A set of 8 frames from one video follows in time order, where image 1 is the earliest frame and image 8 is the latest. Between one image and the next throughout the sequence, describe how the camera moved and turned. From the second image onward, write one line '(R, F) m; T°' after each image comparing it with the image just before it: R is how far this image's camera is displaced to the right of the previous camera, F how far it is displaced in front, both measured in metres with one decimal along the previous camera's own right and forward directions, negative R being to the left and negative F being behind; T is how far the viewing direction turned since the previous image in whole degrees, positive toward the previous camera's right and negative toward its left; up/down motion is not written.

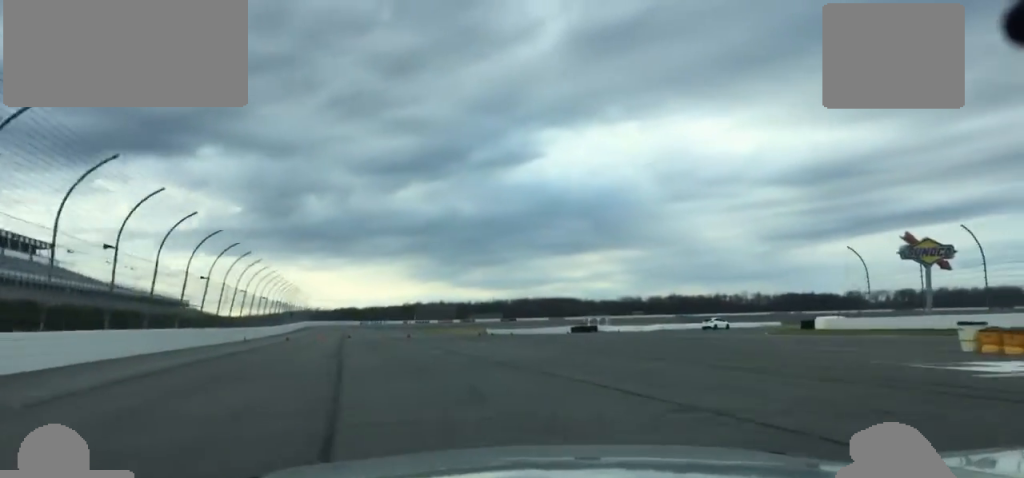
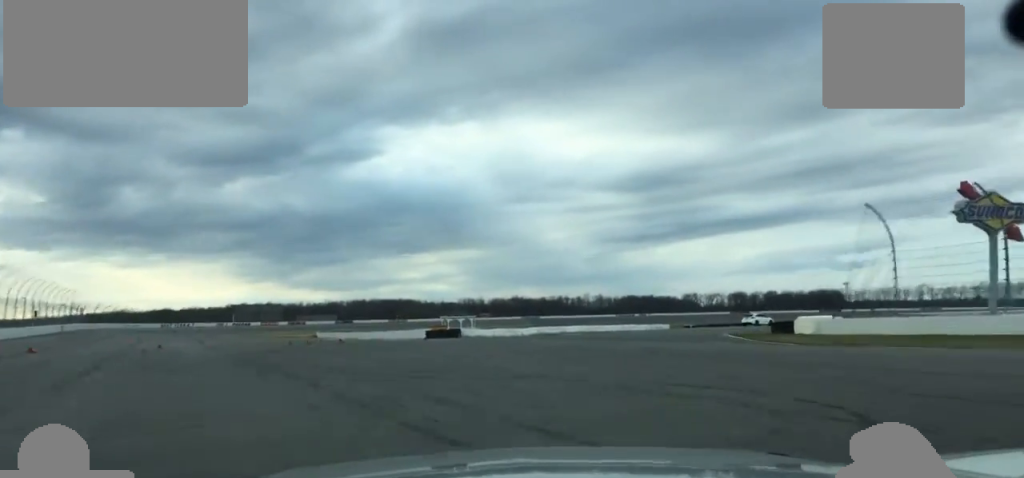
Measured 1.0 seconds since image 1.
(+3.2, +32.7) m; +10°
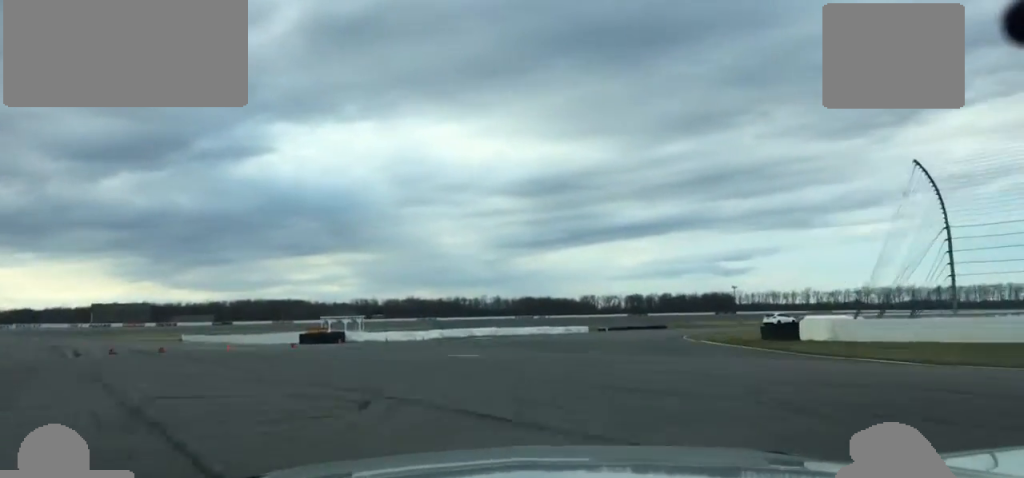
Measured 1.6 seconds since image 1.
(+1.2, +16.5) m; +5°
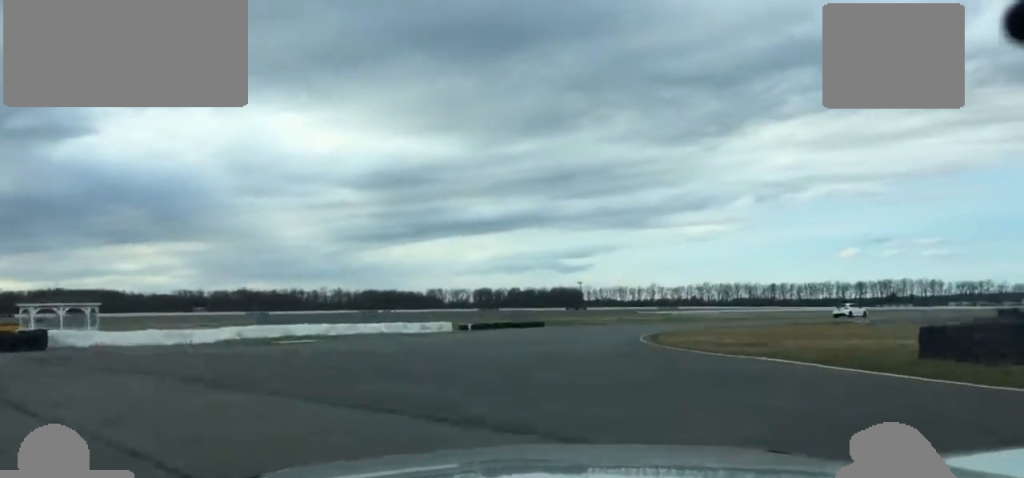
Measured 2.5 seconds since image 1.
(+1.6, +26.2) m; +11°
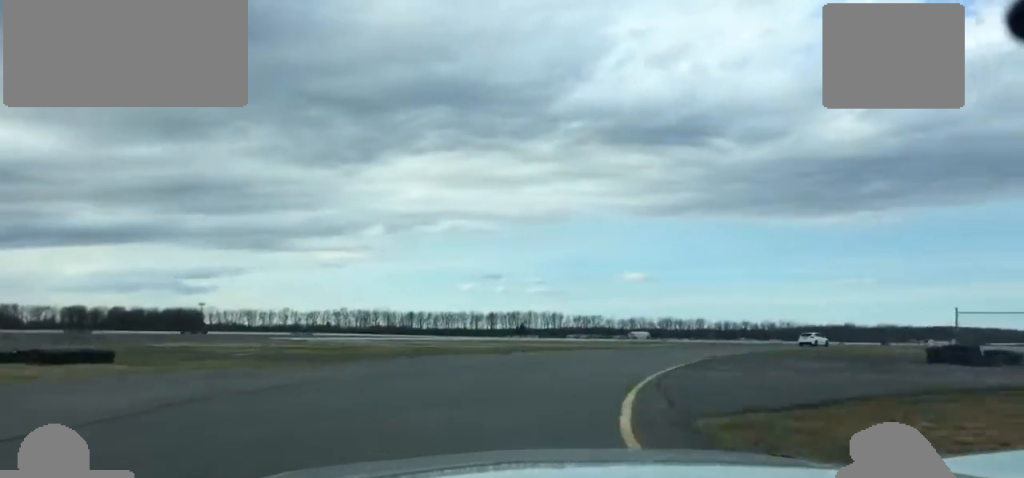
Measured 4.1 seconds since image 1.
(+8.4, +39.5) m; +22°
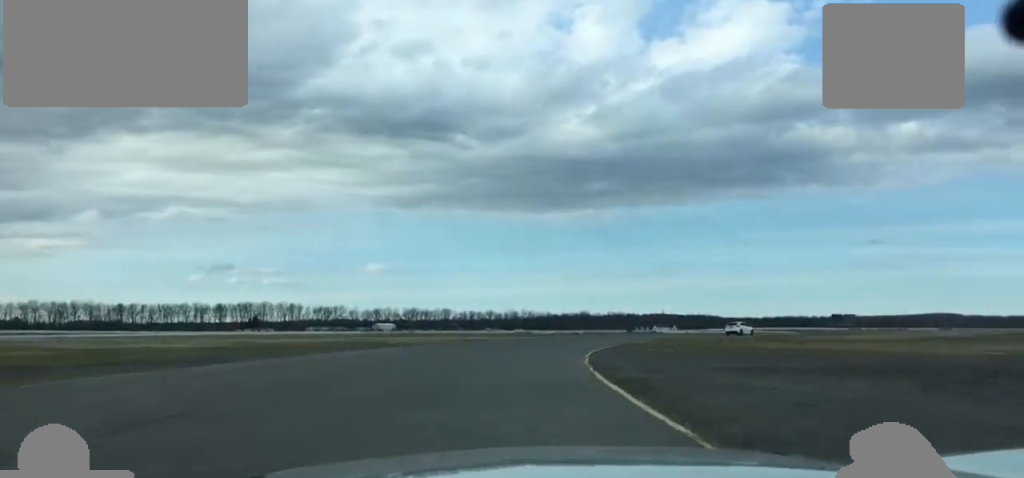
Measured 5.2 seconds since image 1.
(+2.1, +29.1) m; +12°
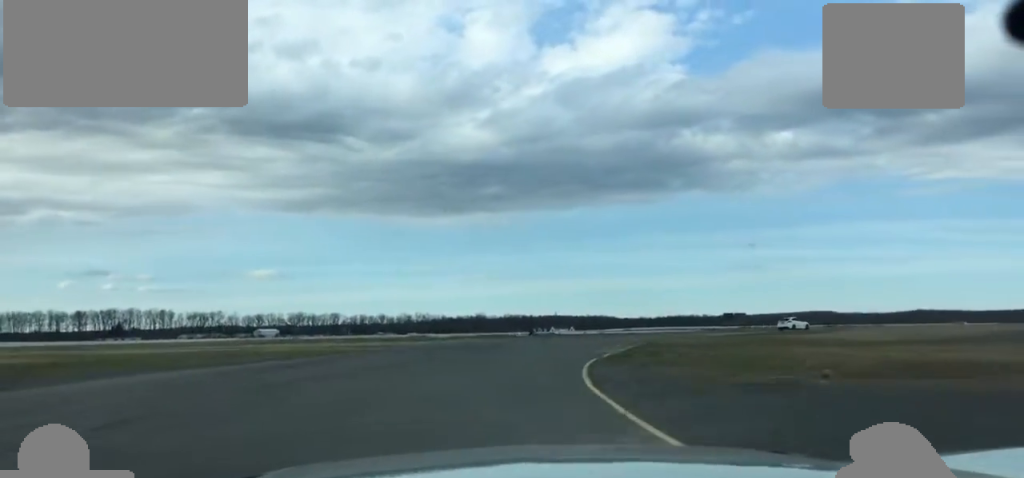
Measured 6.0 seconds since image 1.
(+1.0, +22.1) m; +16°
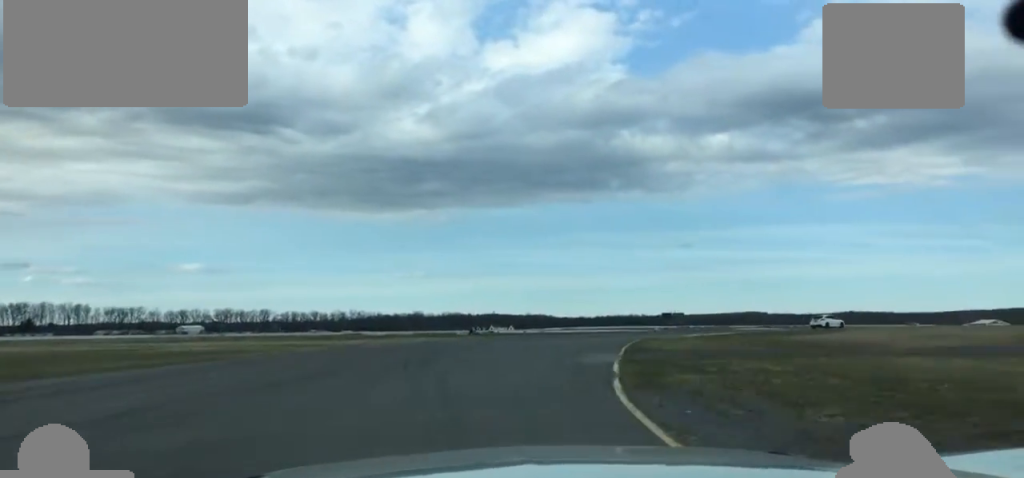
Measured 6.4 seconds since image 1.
(+2.8, +11.6) m; +7°
